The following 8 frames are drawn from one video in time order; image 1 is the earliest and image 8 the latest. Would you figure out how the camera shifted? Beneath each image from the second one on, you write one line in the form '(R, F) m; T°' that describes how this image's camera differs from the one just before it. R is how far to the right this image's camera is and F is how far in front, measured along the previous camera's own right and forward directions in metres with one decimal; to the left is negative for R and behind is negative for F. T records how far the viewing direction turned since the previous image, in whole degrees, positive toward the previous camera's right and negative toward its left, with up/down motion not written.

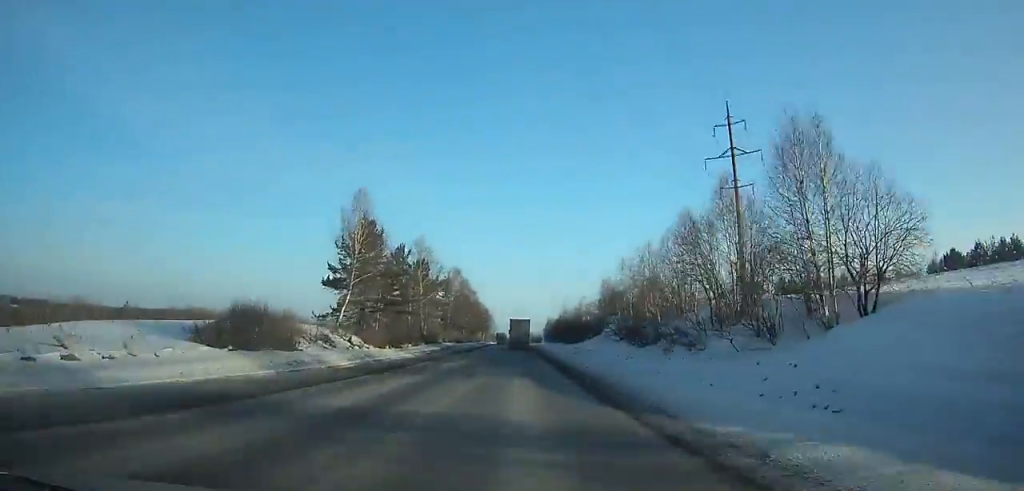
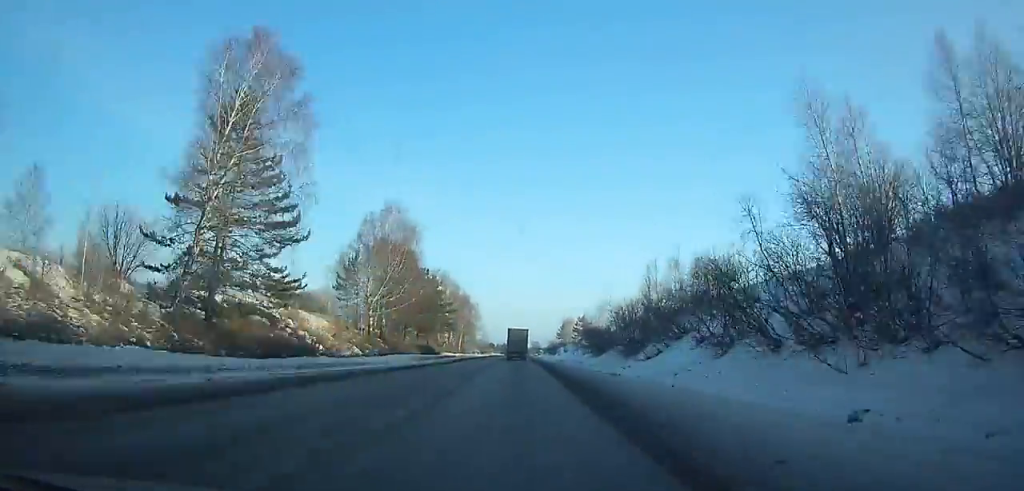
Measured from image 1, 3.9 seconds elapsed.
(+0.1, +97.2) m; 0°
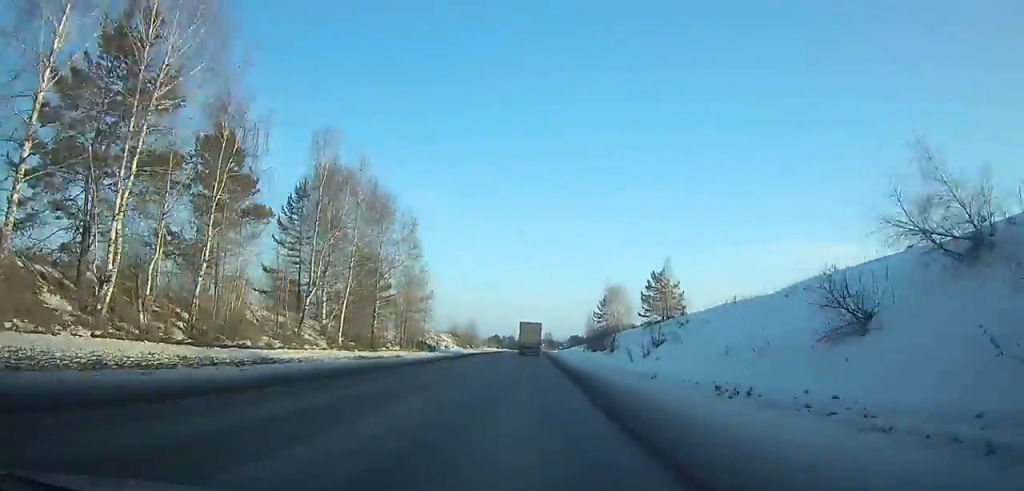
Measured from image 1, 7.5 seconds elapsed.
(-0.2, +90.3) m; 0°
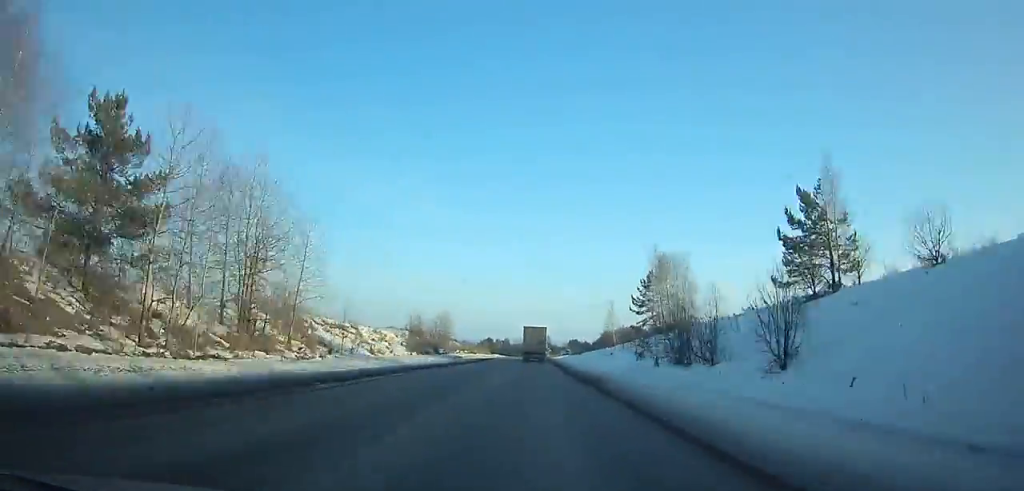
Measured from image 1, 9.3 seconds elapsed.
(+0.1, +45.0) m; +1°
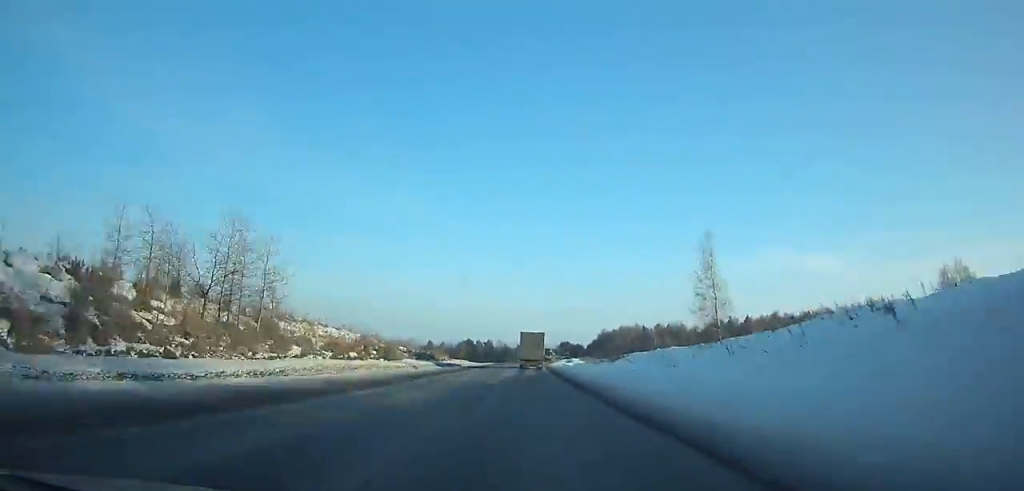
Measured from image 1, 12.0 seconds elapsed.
(+0.8, +67.2) m; +1°
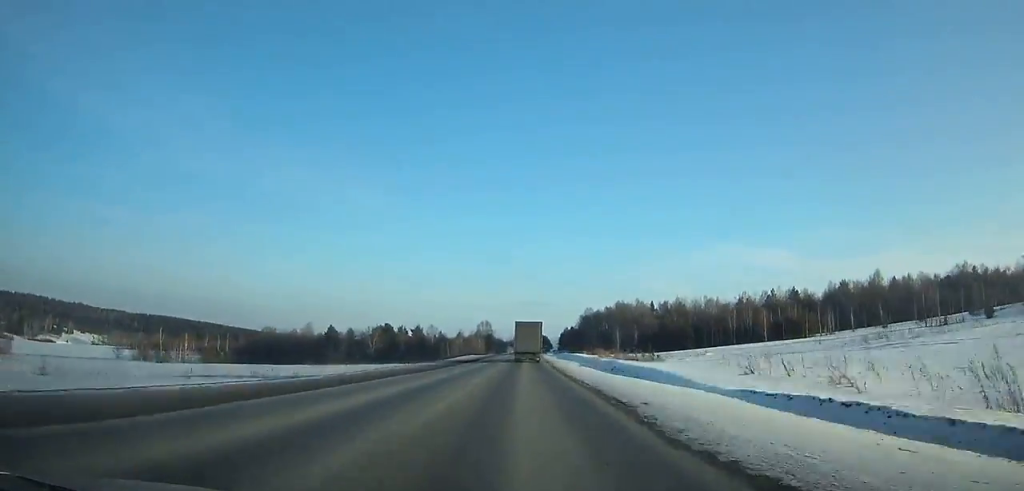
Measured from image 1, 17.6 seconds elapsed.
(+4.4, +137.3) m; +3°
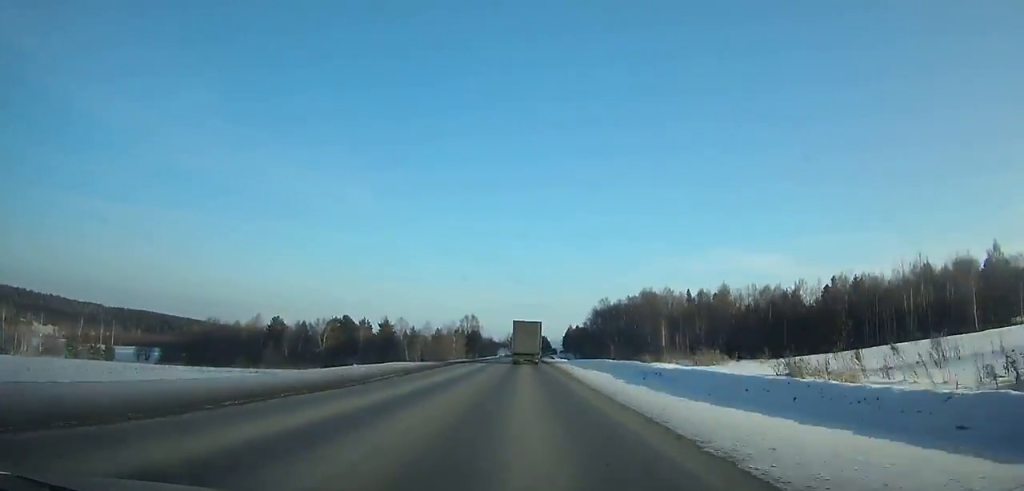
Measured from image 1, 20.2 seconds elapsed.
(+0.7, +62.6) m; +1°
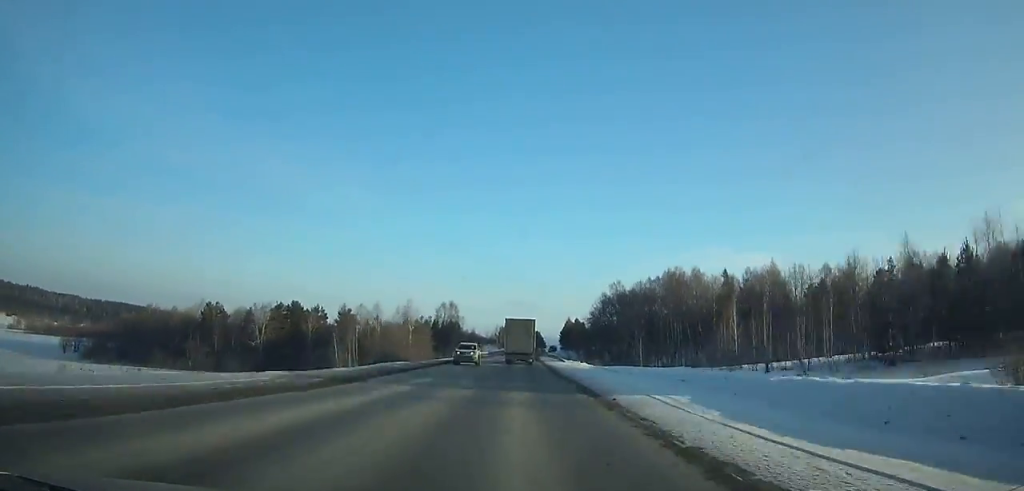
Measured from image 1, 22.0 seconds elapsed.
(0.0, +43.0) m; 0°
